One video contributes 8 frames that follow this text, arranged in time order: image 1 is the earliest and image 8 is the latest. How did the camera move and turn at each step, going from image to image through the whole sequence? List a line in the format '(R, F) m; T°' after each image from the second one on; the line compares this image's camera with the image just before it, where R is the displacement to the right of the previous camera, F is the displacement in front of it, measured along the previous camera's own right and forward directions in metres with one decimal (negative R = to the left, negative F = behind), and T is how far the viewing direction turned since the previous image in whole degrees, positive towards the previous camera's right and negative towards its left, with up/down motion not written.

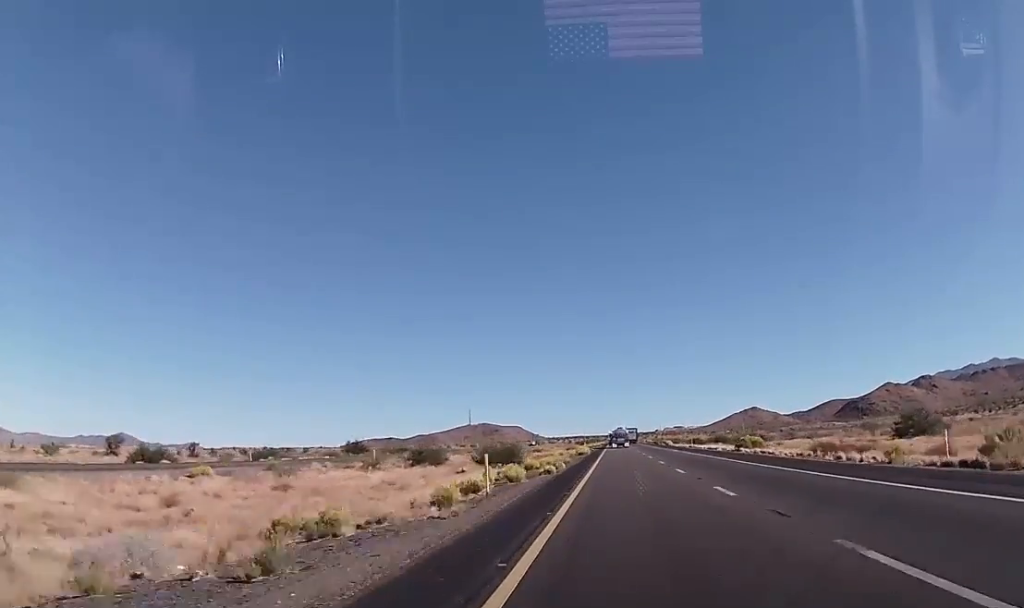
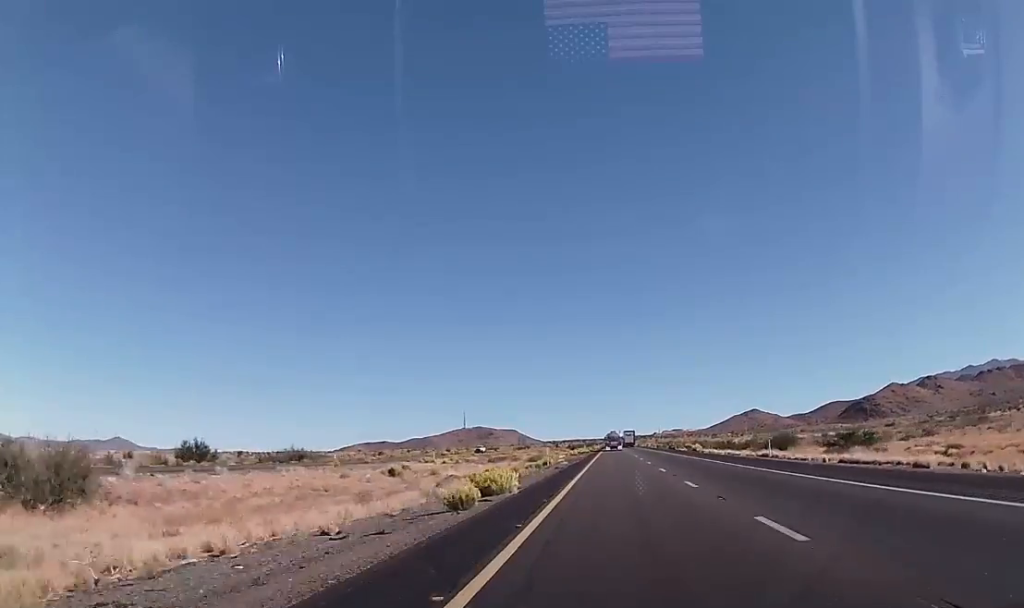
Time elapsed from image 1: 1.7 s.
(+0.1, +55.1) m; +1°
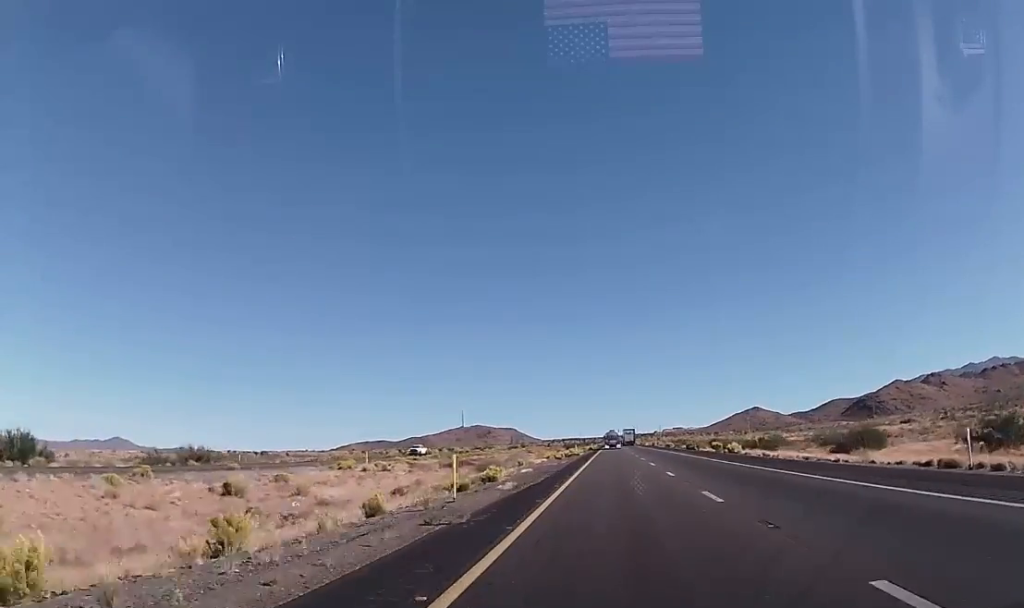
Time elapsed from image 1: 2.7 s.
(+0.1, +30.6) m; 0°
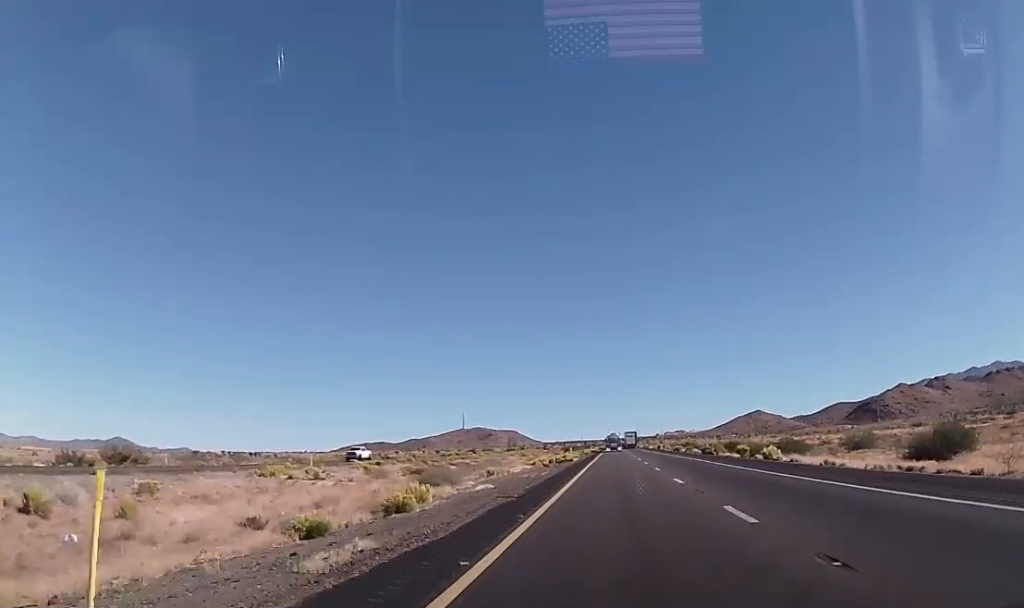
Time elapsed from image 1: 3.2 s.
(0.0, +15.7) m; 0°
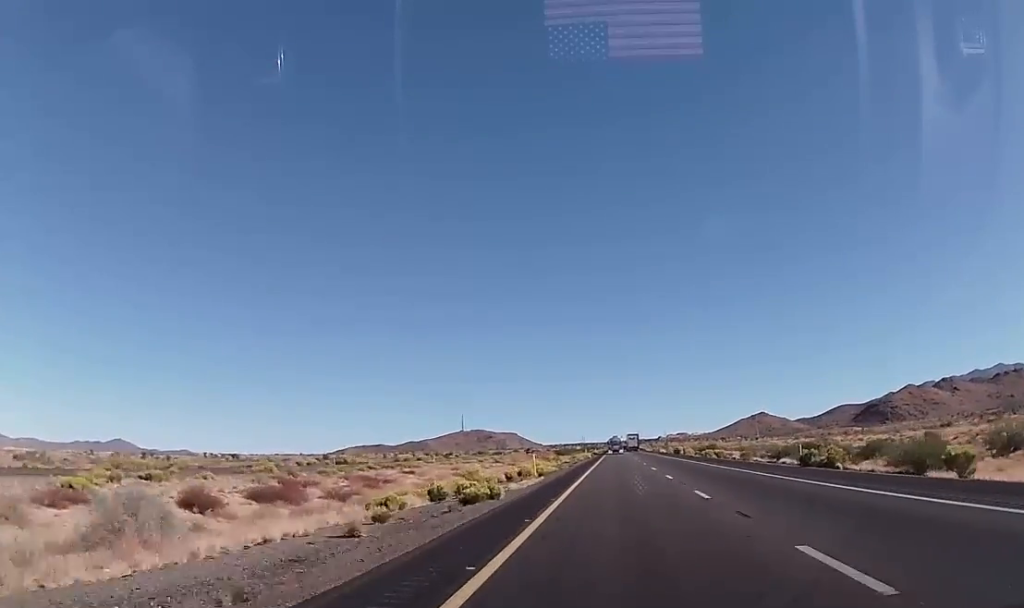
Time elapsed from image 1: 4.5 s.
(-0.2, +42.4) m; 0°
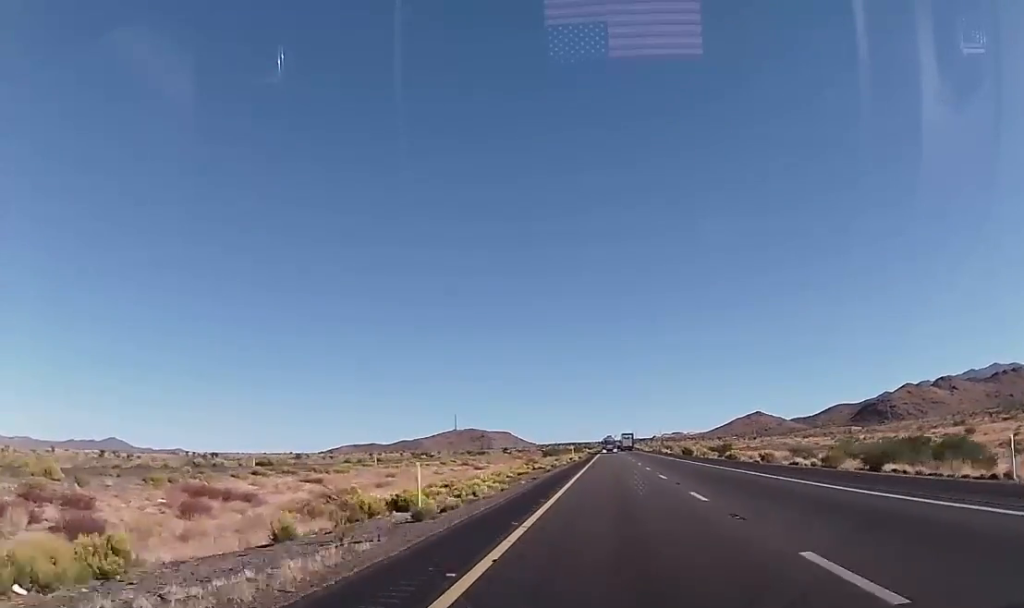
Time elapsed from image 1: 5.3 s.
(0.0, +24.8) m; 0°
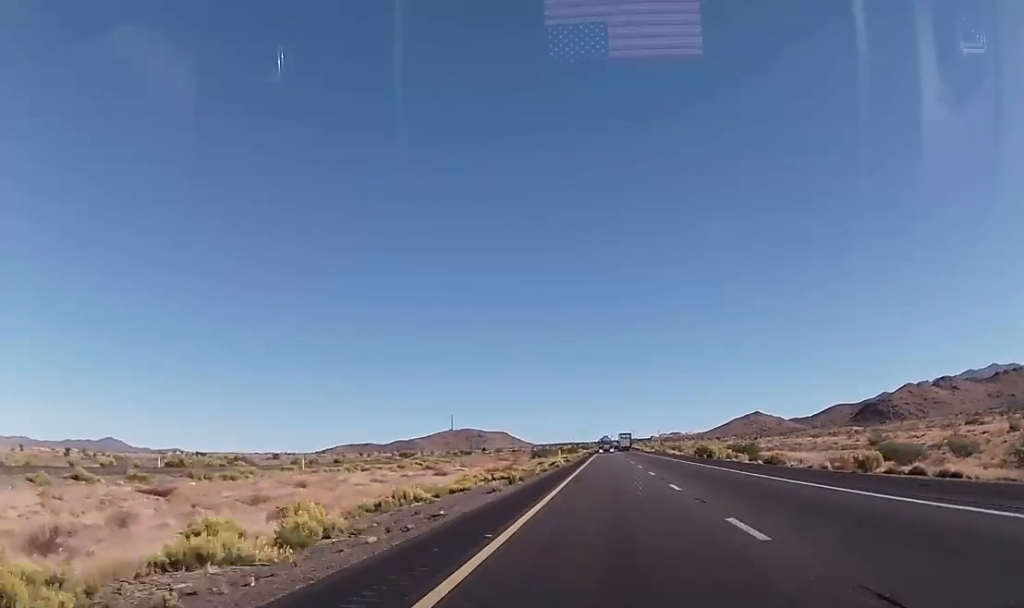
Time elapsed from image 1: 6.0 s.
(+0.2, +19.9) m; 0°
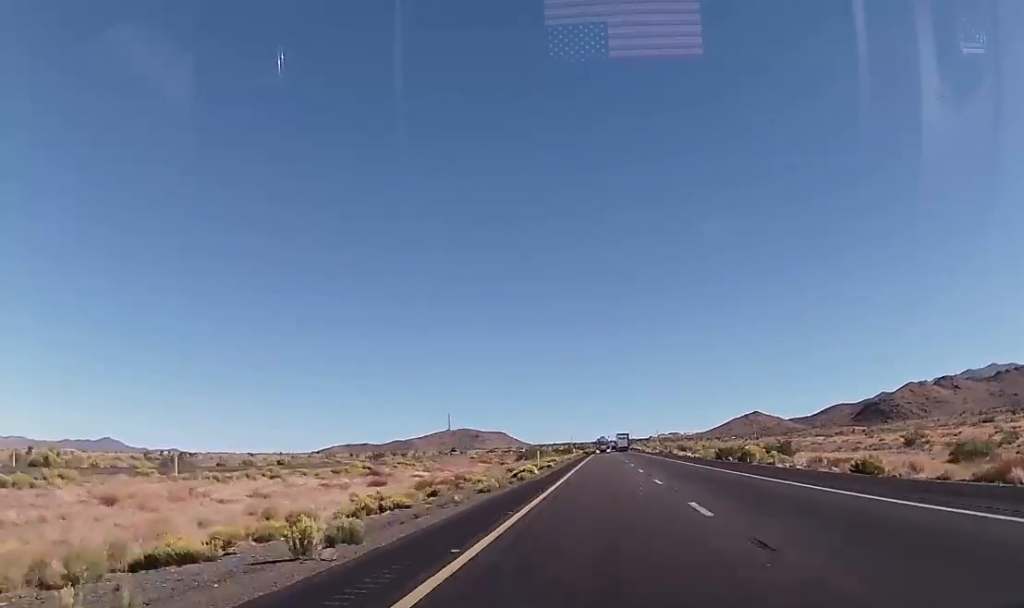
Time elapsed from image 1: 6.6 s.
(0.0, +19.9) m; 0°
